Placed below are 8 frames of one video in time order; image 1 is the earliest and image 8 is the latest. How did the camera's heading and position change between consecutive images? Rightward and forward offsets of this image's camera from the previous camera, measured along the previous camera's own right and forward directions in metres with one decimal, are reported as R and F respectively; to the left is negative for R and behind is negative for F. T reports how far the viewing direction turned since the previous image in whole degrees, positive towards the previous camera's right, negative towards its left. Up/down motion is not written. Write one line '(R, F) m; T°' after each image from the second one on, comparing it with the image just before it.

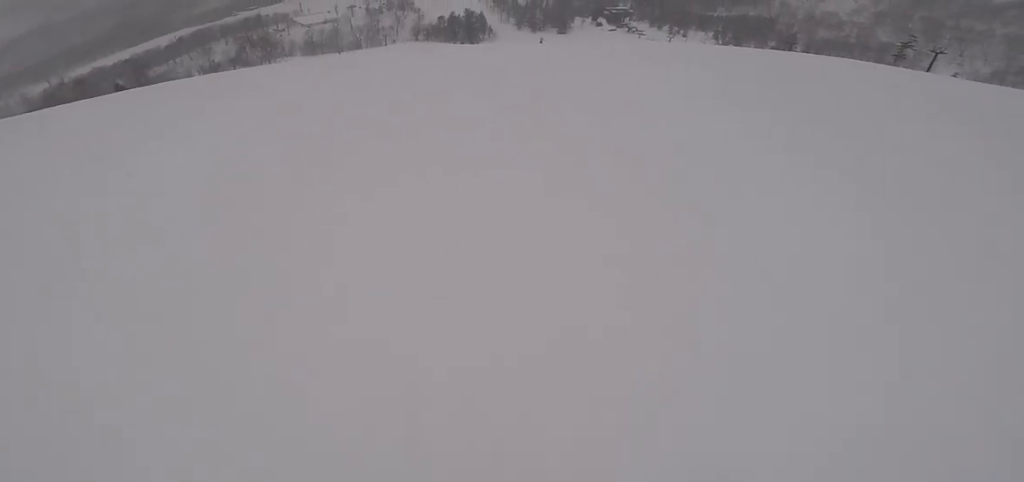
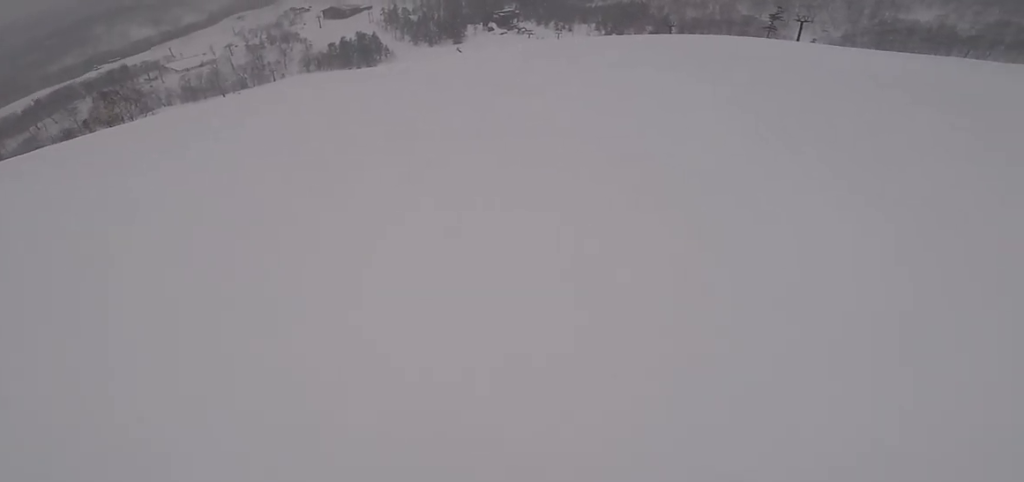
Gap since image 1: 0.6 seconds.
(+1.6, +4.6) m; +5°
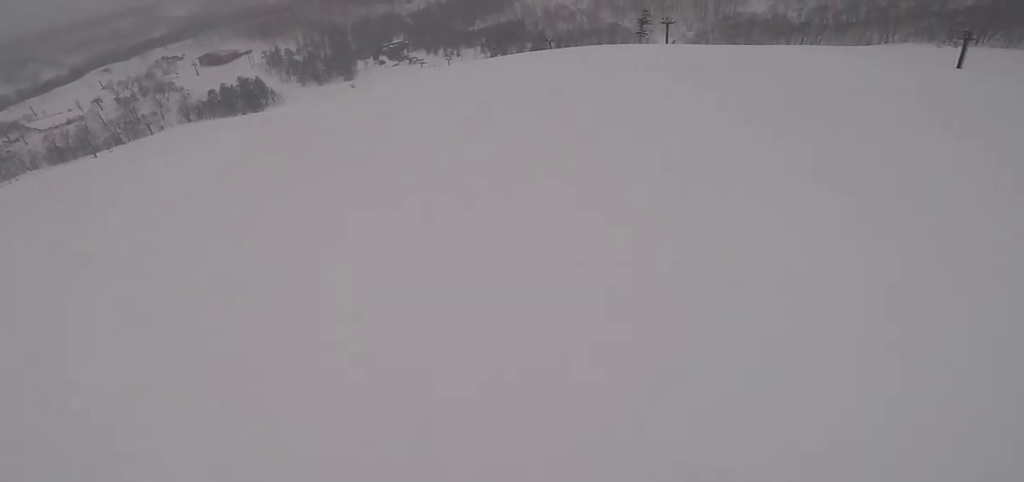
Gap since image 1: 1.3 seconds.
(+0.4, +5.9) m; 0°
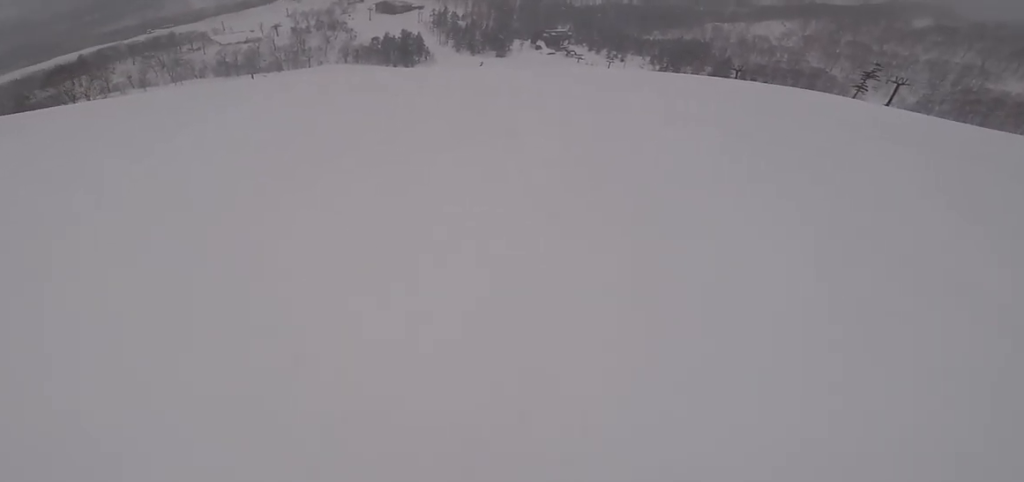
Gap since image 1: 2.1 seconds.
(-0.9, +7.5) m; -6°
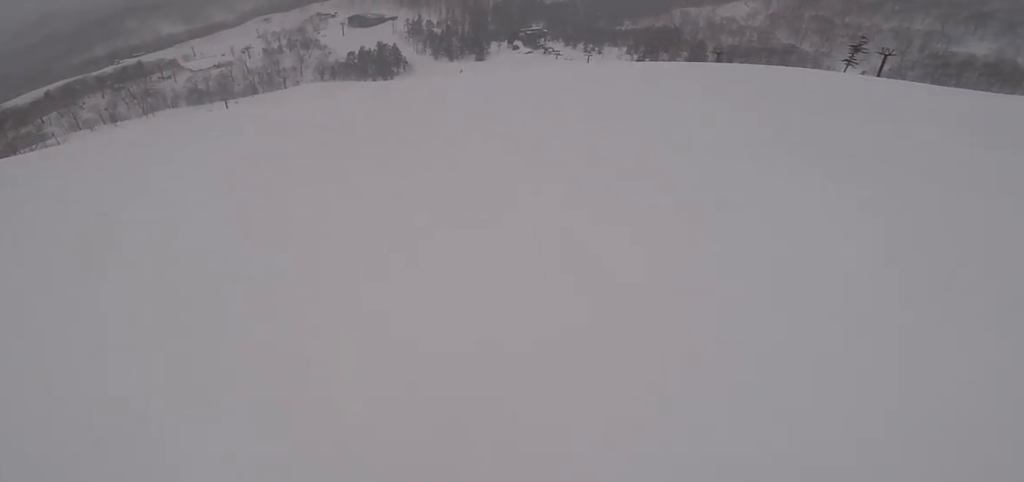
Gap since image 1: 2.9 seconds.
(0.0, +6.7) m; +1°
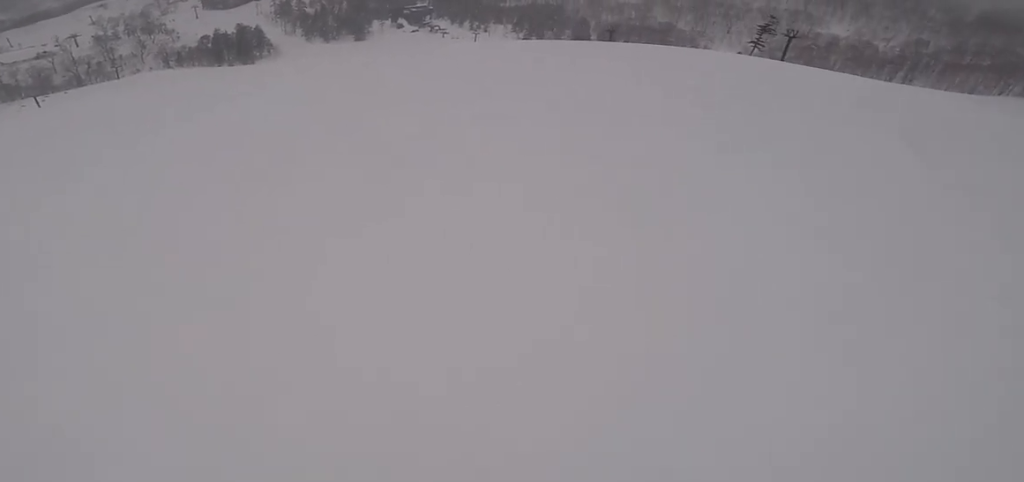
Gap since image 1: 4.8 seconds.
(+2.2, +16.0) m; +8°
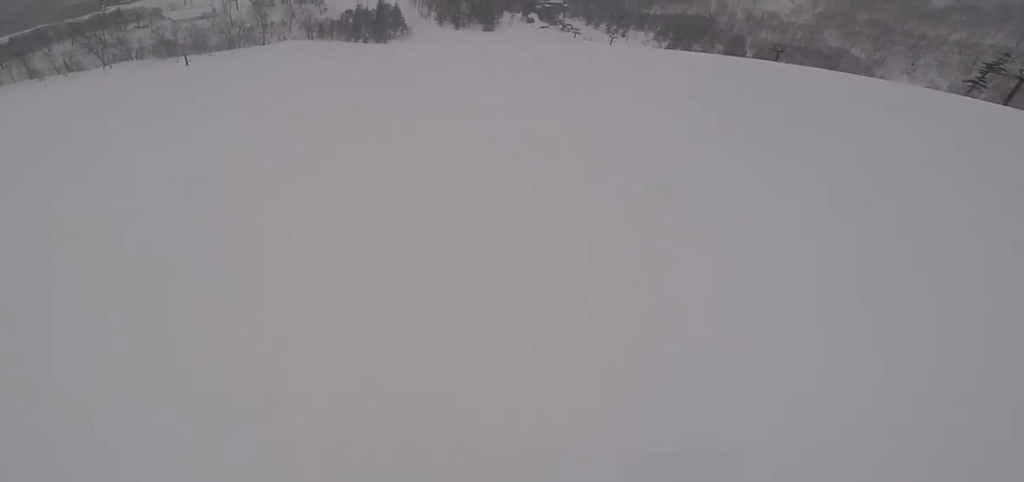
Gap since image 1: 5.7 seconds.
(-0.9, +8.9) m; -7°
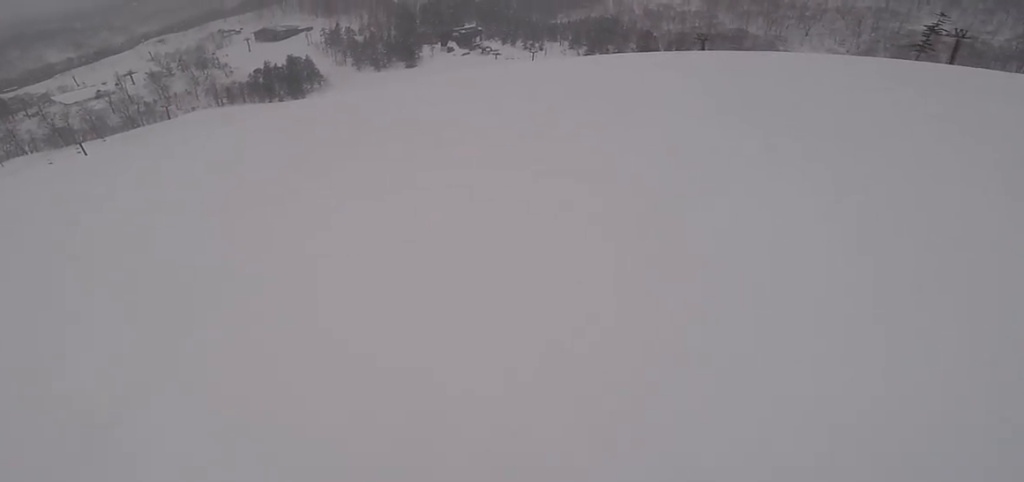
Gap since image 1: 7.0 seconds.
(-0.4, +11.4) m; -3°
